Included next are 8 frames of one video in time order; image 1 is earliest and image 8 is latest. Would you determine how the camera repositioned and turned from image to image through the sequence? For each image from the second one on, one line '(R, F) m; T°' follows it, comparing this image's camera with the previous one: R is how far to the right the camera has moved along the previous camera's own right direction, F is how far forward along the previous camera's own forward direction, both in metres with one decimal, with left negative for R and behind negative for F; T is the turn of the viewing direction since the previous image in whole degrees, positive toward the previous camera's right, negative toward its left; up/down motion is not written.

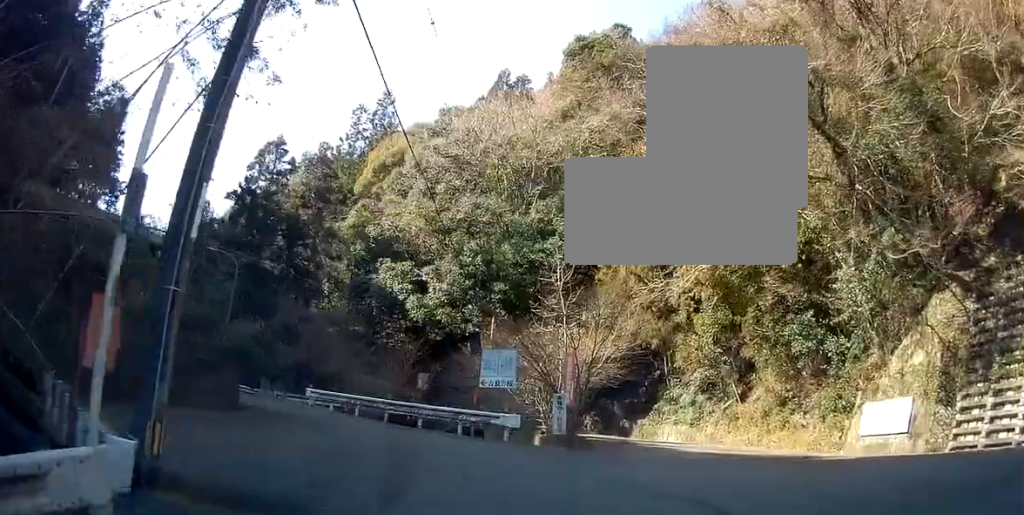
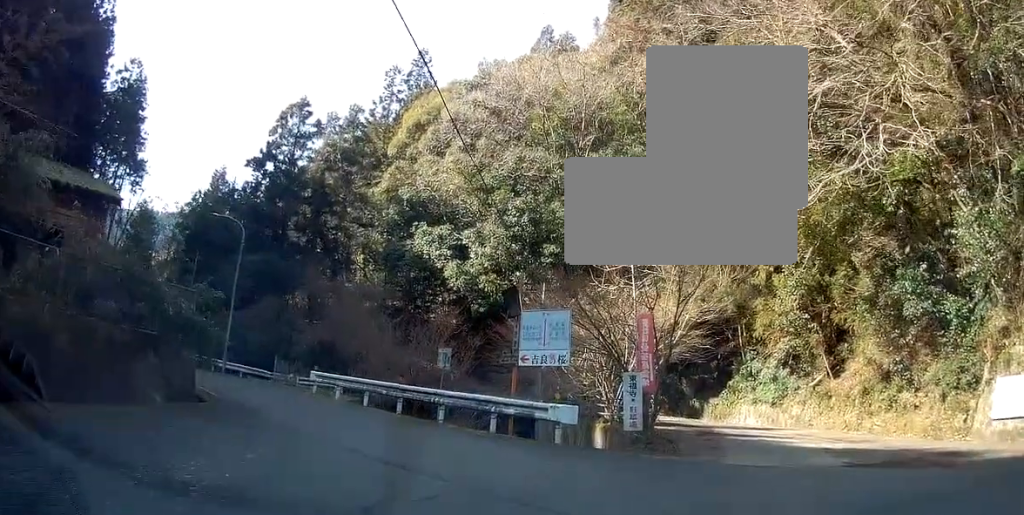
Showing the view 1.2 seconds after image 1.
(-0.6, +5.7) m; -11°
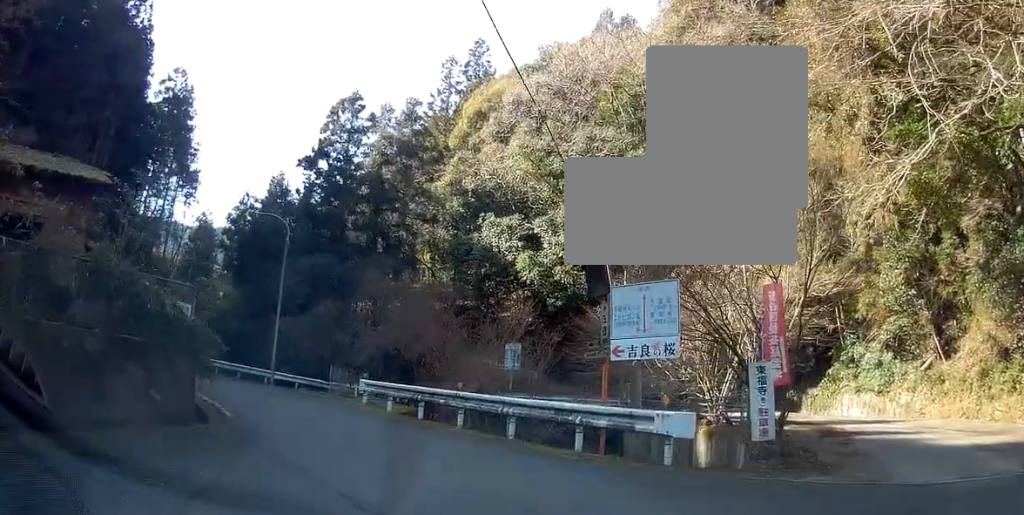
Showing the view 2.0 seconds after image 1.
(-0.1, +3.5) m; -6°
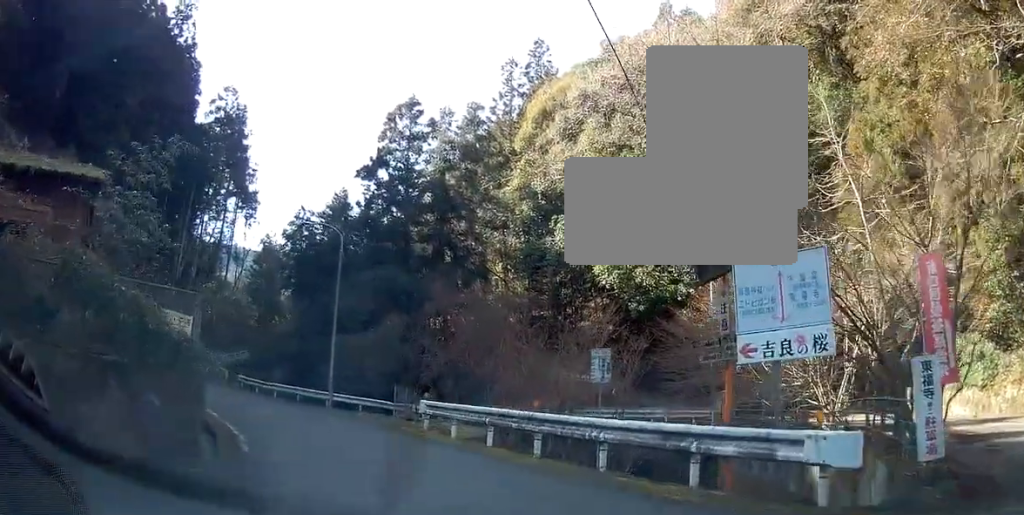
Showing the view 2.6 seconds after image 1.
(0.0, +2.7) m; -5°
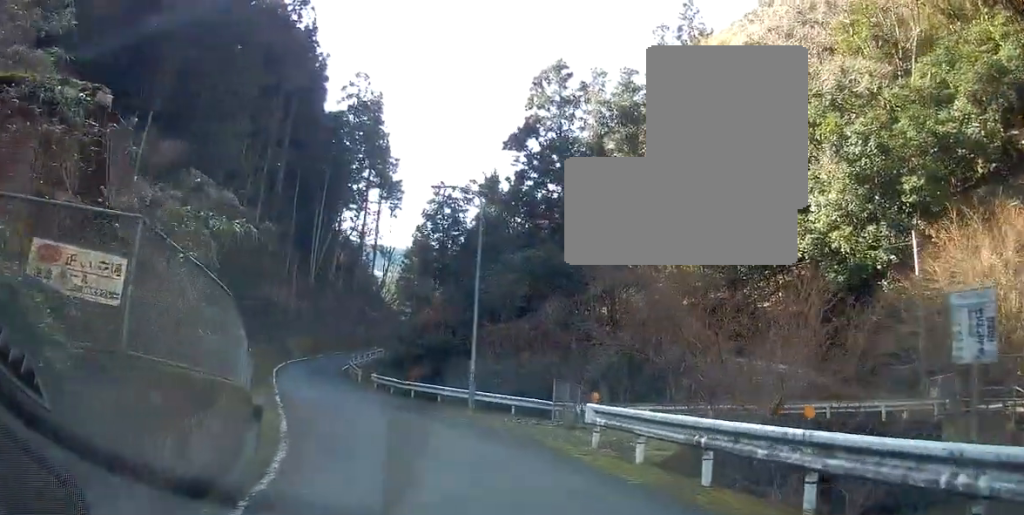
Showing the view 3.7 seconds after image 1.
(-0.9, +6.2) m; -14°
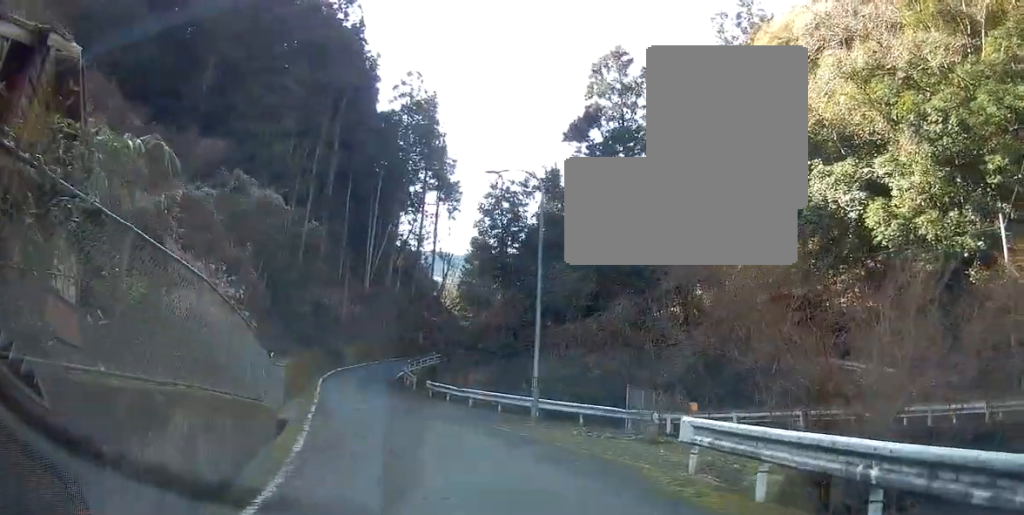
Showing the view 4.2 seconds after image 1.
(-0.2, +3.1) m; -4°
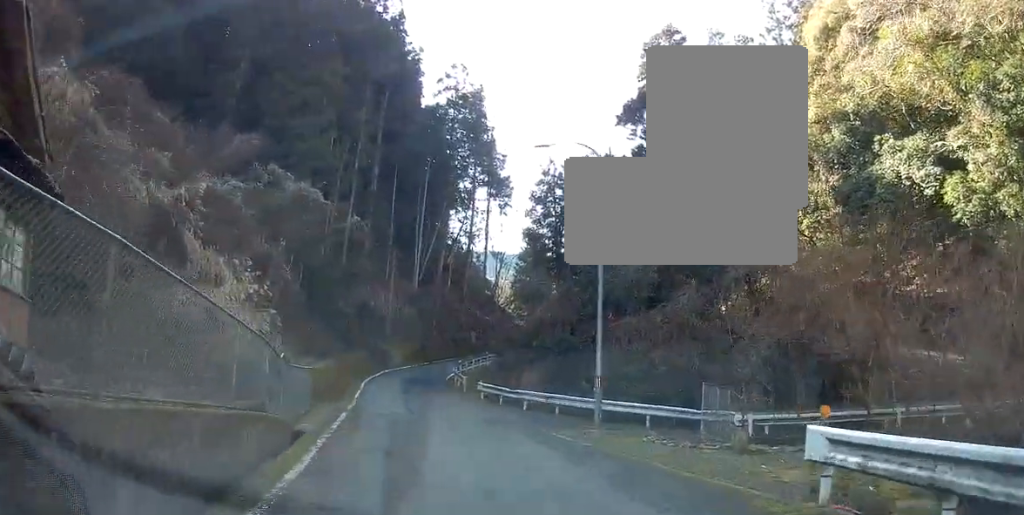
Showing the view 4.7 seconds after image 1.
(-0.1, +2.8) m; -2°
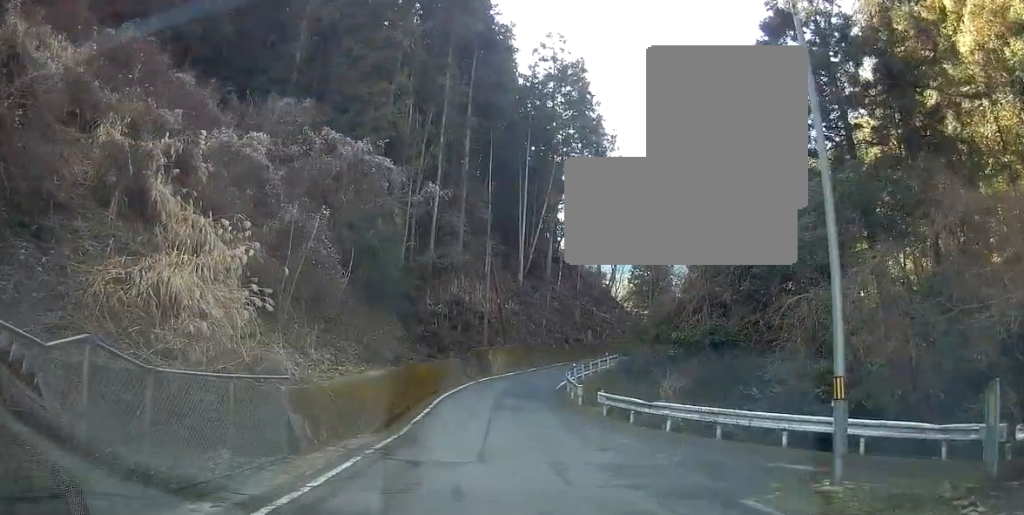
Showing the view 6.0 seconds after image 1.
(-0.3, +9.6) m; -2°
